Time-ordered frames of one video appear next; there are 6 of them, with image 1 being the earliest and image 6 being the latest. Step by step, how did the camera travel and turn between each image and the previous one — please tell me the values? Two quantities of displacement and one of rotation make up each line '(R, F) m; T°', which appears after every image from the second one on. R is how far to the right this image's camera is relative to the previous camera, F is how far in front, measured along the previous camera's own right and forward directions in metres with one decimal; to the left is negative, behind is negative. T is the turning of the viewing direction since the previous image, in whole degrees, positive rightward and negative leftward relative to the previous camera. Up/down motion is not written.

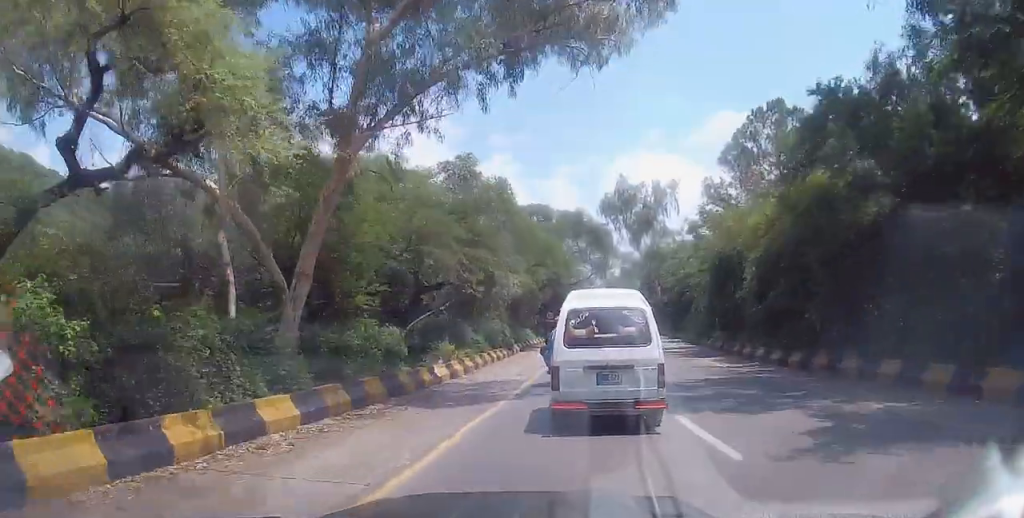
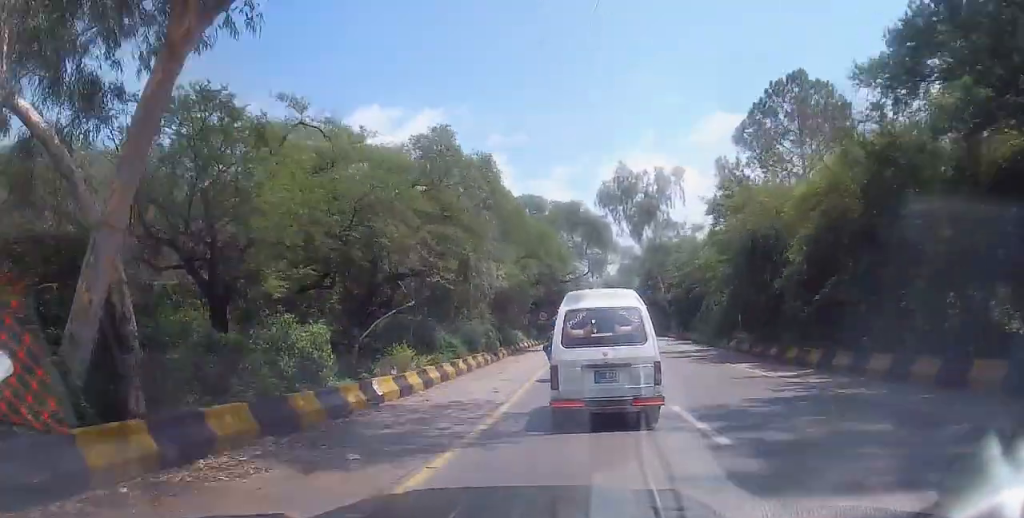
(+0.2, +5.4) m; +1°
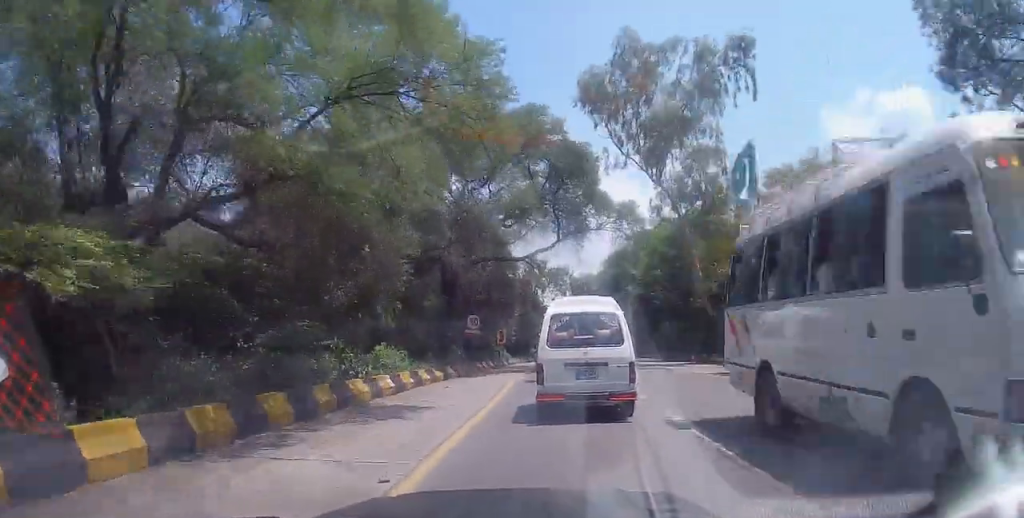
(+0.5, +27.9) m; +4°
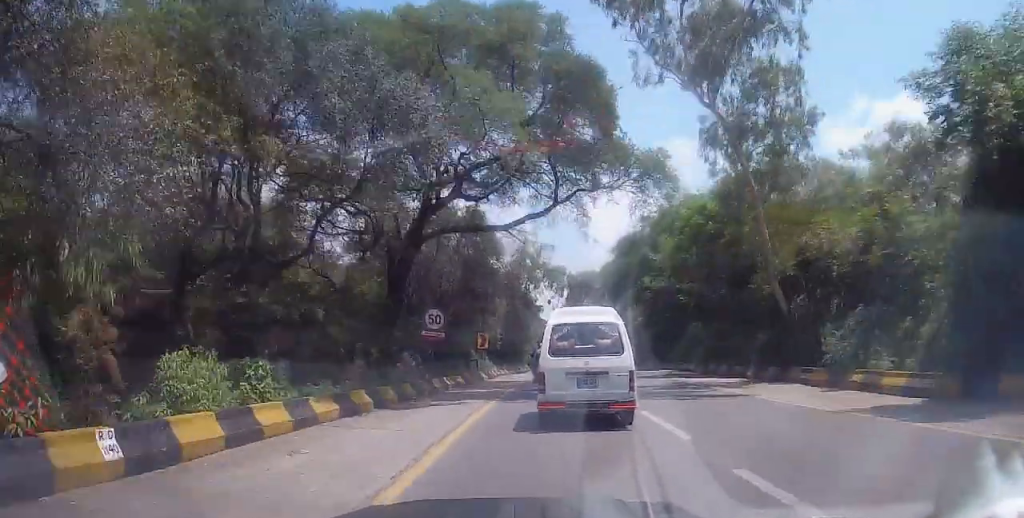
(+0.2, +10.4) m; +2°
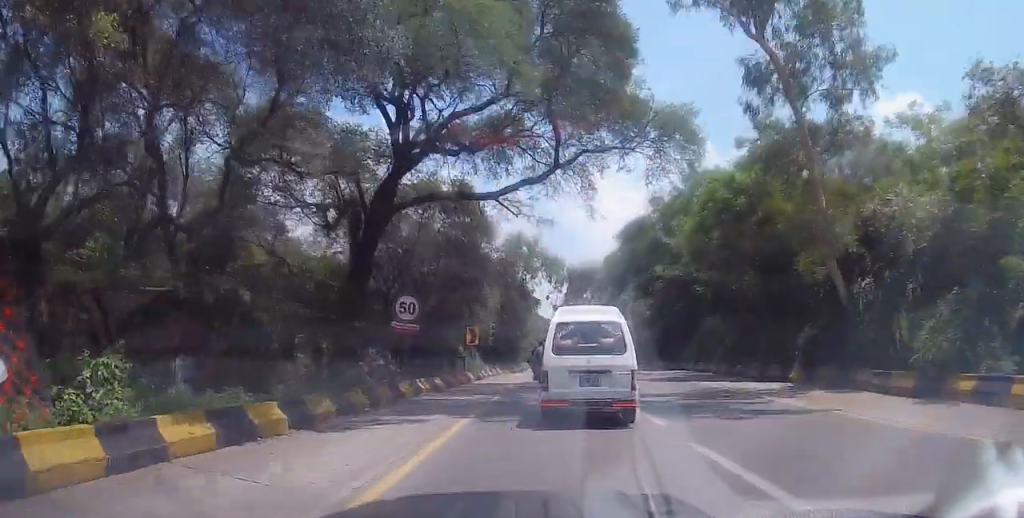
(+0.1, +4.4) m; 0°
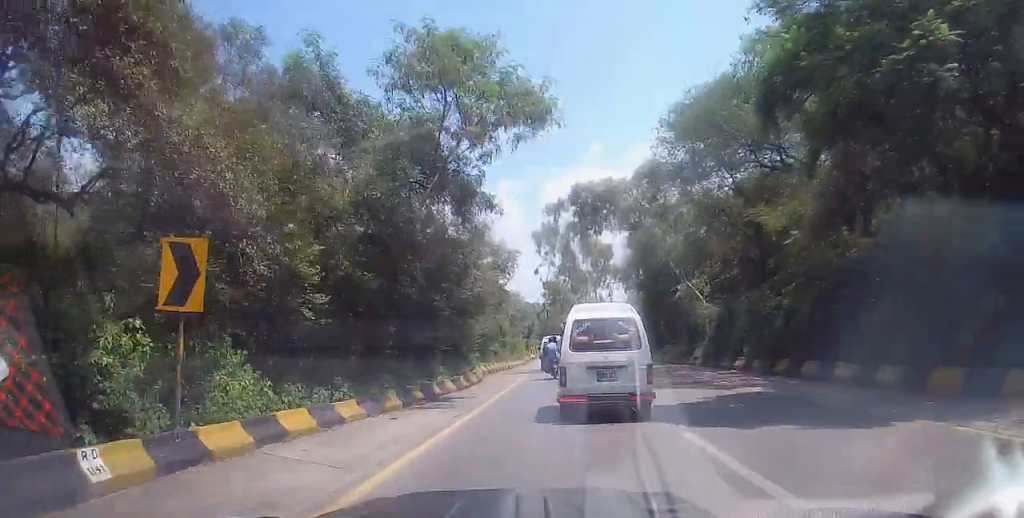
(-1.4, +26.5) m; -3°
